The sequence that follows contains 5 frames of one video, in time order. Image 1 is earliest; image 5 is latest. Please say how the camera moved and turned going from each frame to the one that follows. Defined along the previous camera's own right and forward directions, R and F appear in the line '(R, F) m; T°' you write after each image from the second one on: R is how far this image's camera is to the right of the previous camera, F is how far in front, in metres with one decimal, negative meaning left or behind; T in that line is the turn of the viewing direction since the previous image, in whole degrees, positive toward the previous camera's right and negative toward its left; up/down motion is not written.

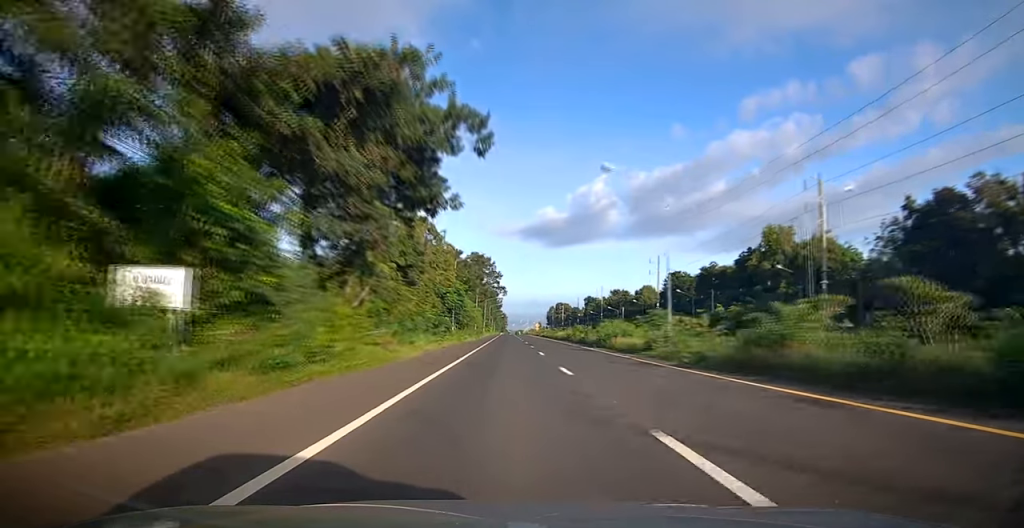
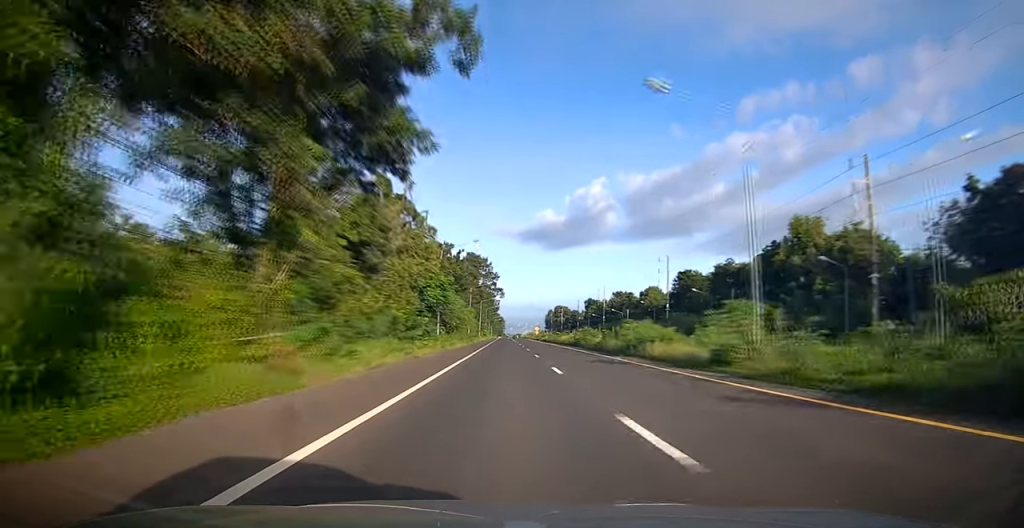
(0.0, +10.3) m; 0°
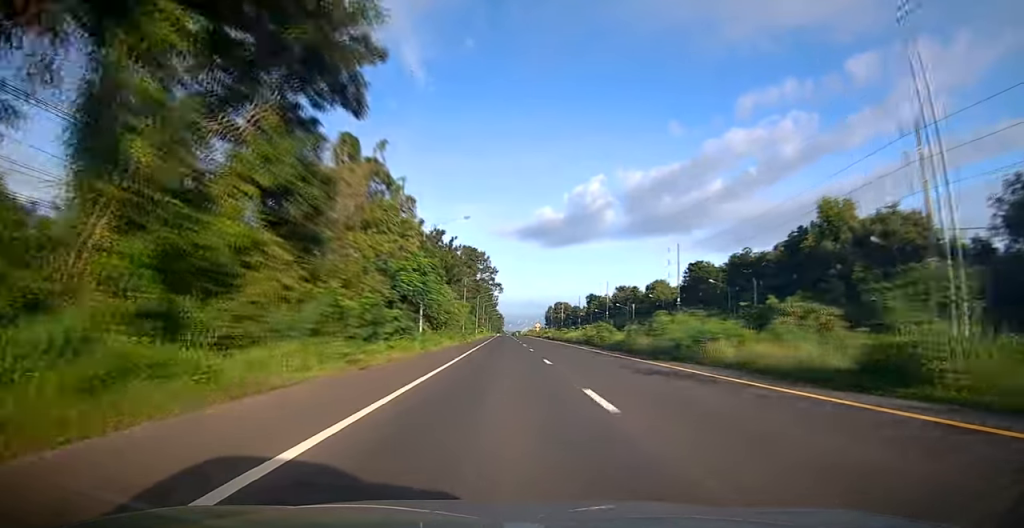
(0.0, +8.8) m; 0°
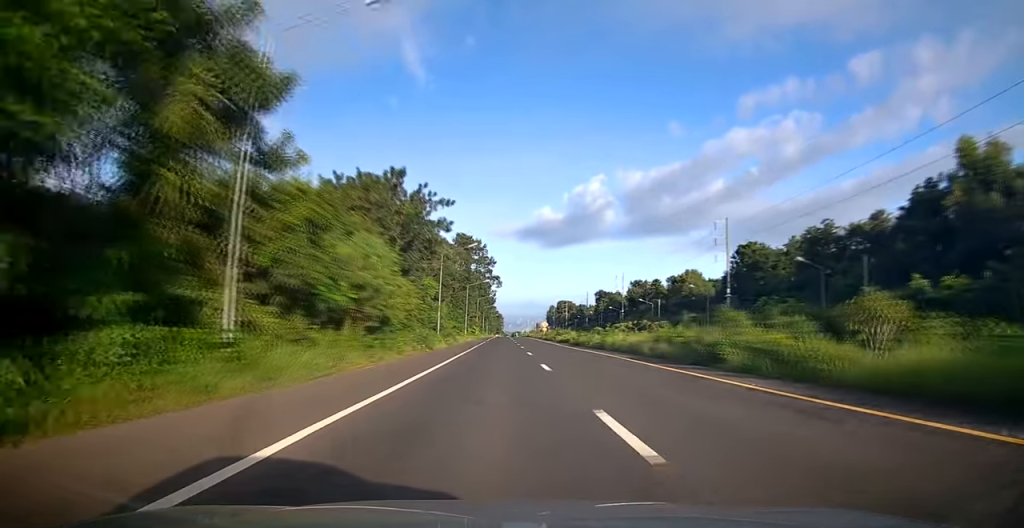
(0.0, +27.4) m; 0°
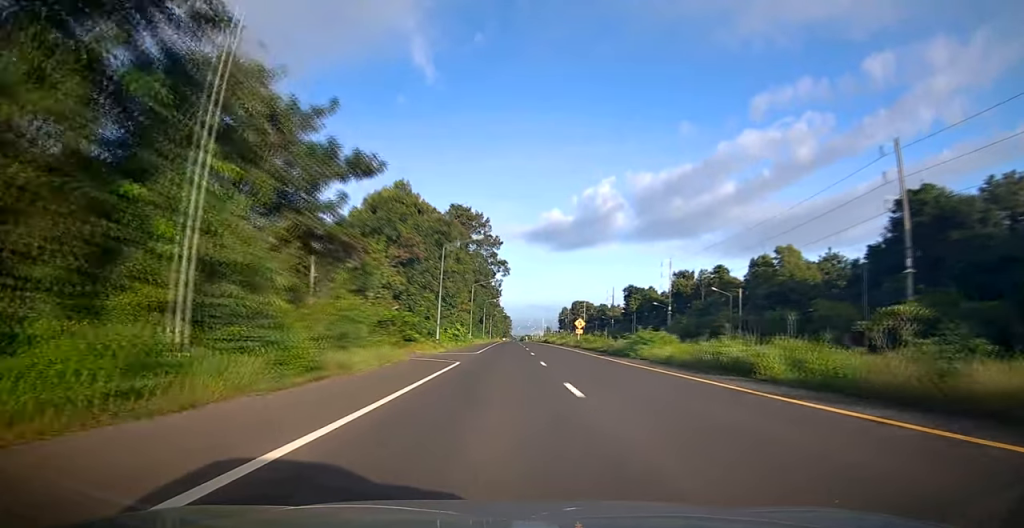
(+0.2, +41.6) m; 0°
